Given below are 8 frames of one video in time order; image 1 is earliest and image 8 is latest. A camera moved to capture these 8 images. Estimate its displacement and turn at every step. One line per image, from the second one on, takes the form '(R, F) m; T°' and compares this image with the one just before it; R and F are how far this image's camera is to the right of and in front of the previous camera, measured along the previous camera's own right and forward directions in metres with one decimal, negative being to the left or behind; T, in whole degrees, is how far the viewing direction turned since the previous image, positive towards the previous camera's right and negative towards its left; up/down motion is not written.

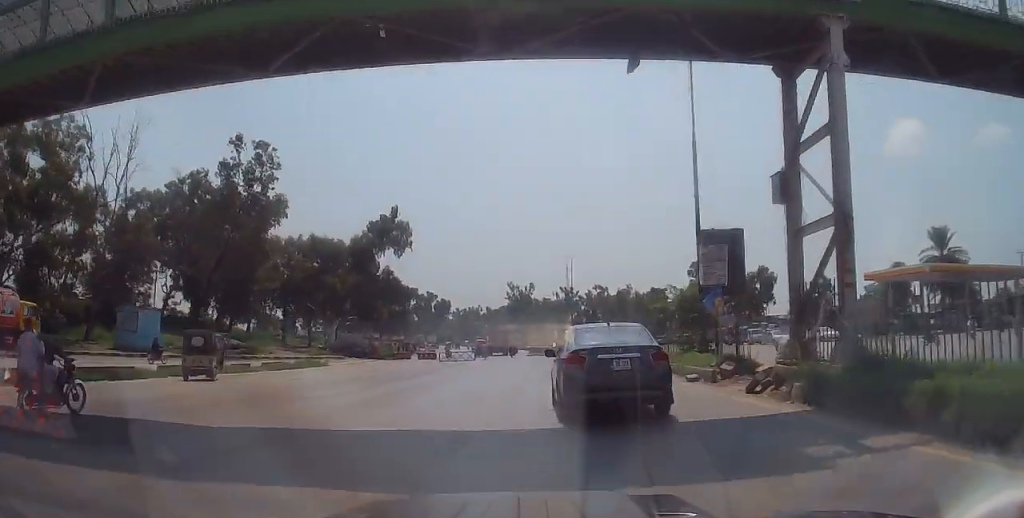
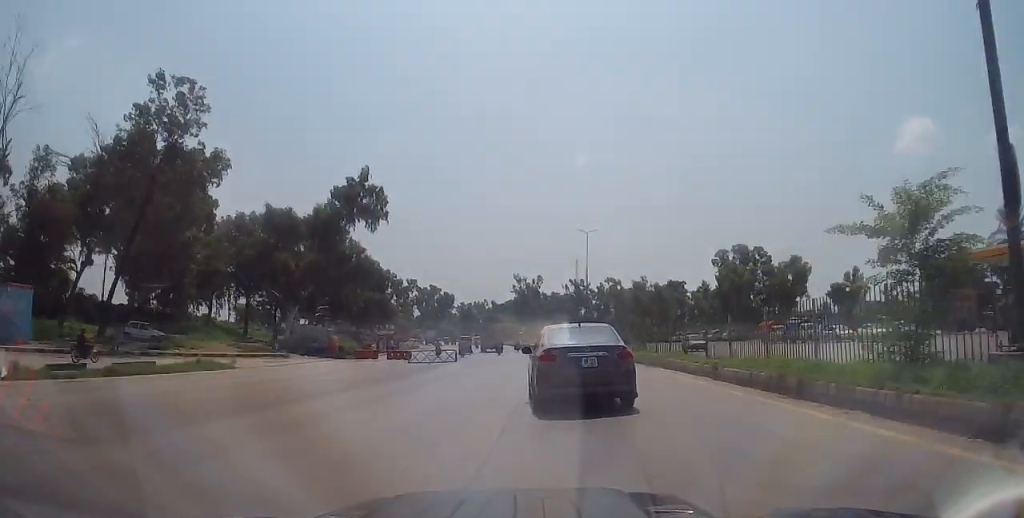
(-0.3, +14.7) m; -1°
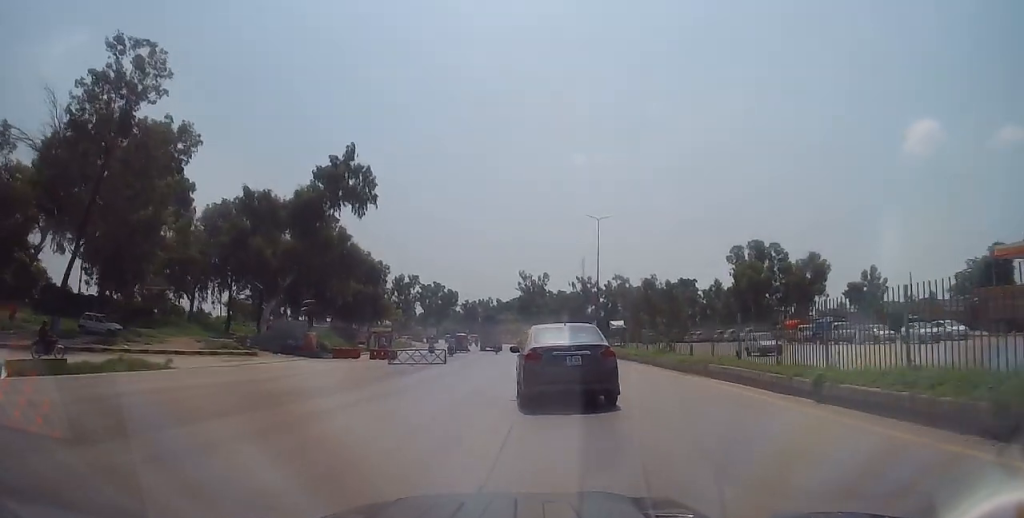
(0.0, +6.1) m; -1°
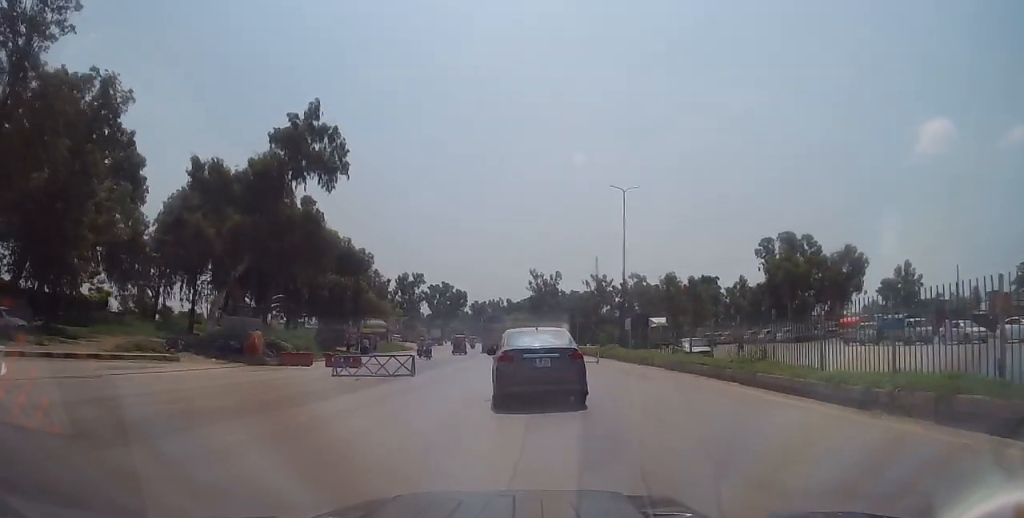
(-0.2, +10.5) m; -2°
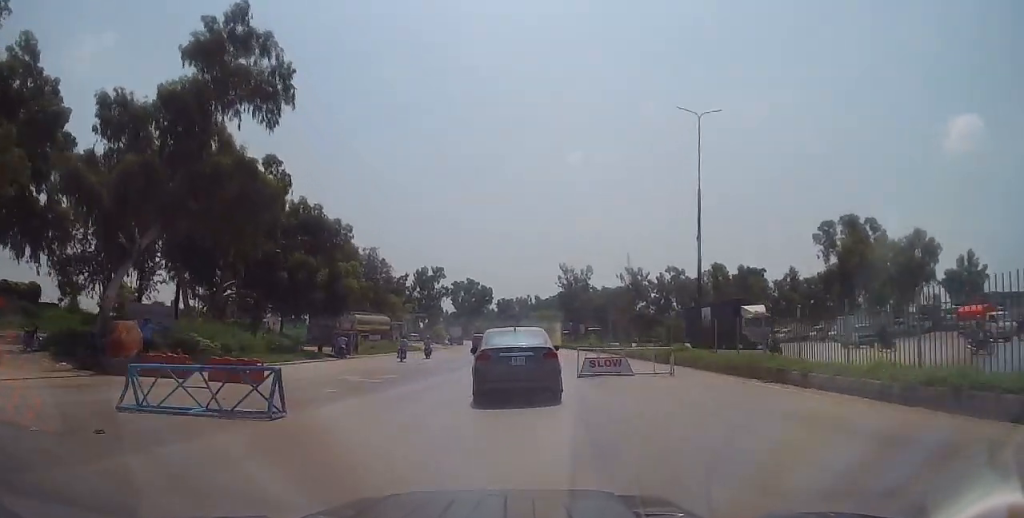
(-0.2, +13.8) m; -3°
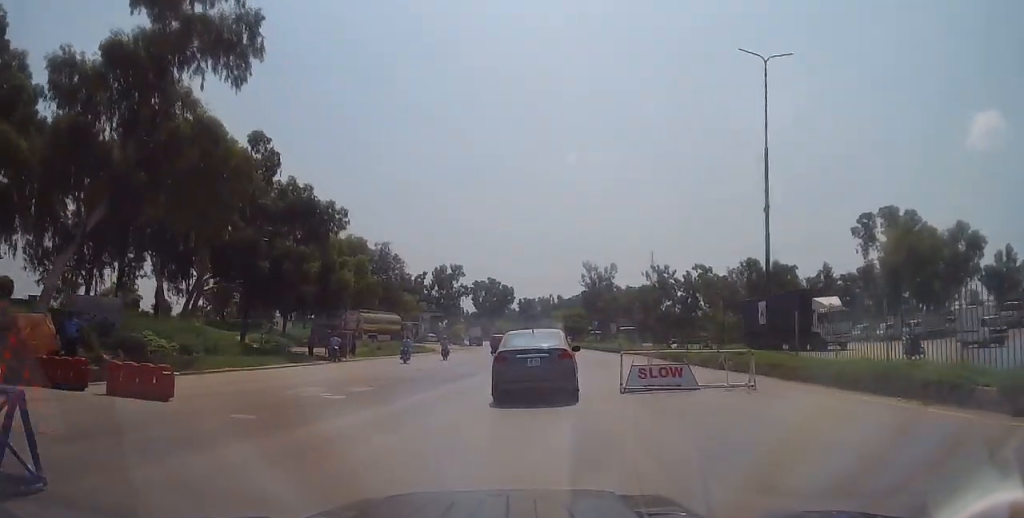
(0.0, +6.1) m; -2°
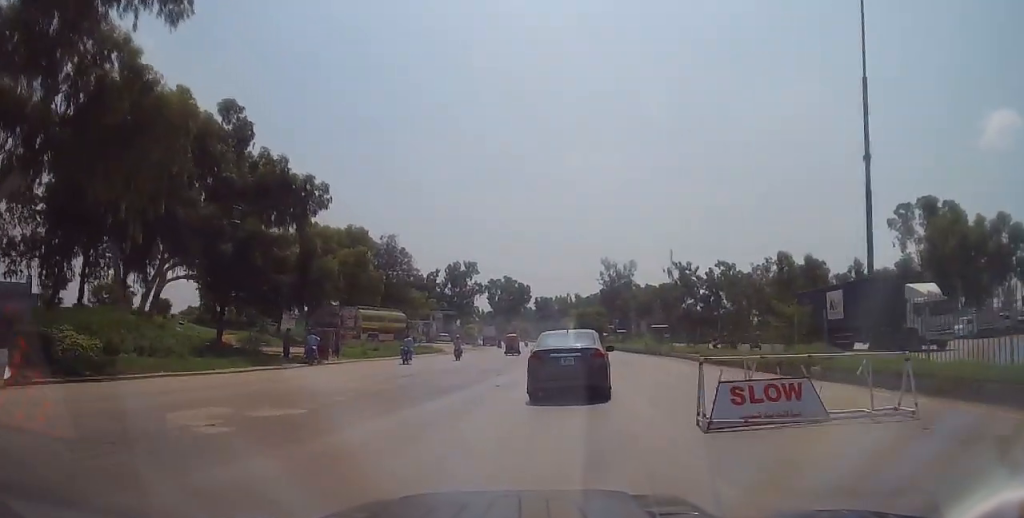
(-0.2, +6.2) m; 0°
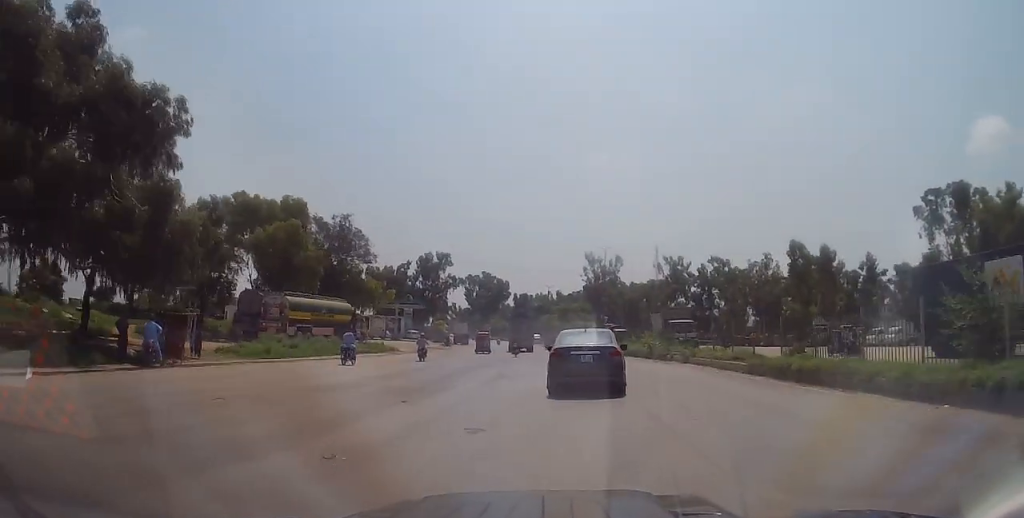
(0.0, +11.8) m; +2°
